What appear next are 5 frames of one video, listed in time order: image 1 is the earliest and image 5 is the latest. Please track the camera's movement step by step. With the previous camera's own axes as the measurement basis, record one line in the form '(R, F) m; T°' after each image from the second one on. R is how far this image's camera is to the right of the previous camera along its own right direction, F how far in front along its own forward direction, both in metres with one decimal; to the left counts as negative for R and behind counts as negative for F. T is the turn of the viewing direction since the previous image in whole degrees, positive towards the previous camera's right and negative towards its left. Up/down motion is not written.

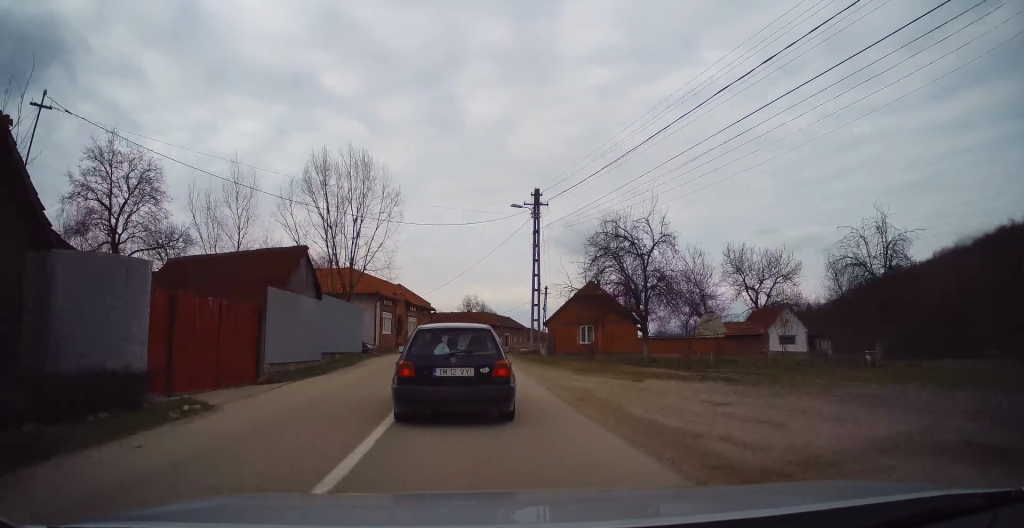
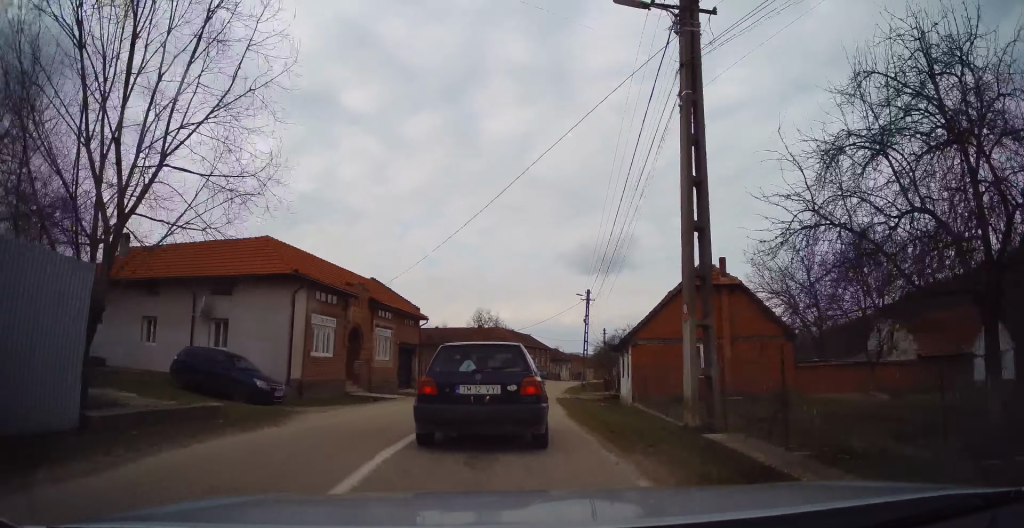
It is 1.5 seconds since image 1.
(-1.4, +20.4) m; -6°
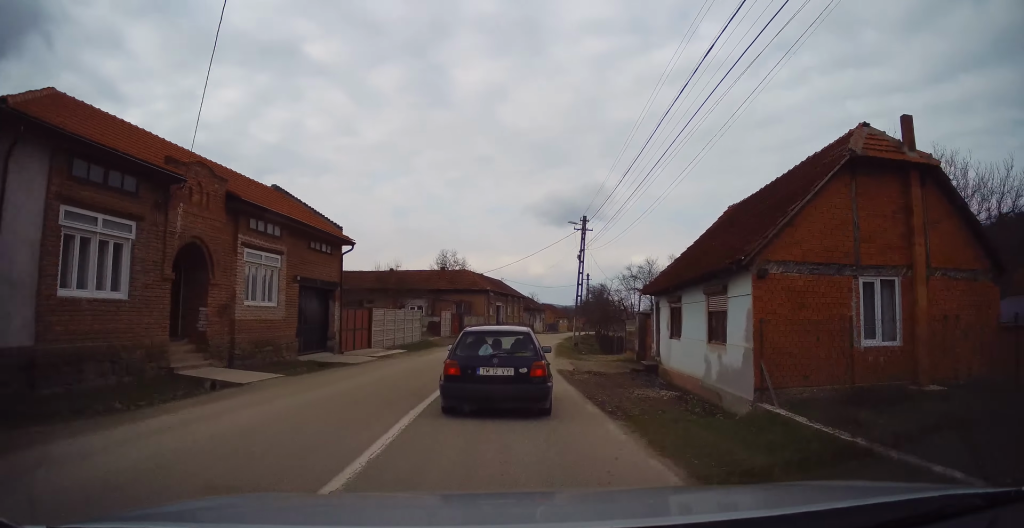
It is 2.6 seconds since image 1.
(-0.1, +13.4) m; +1°
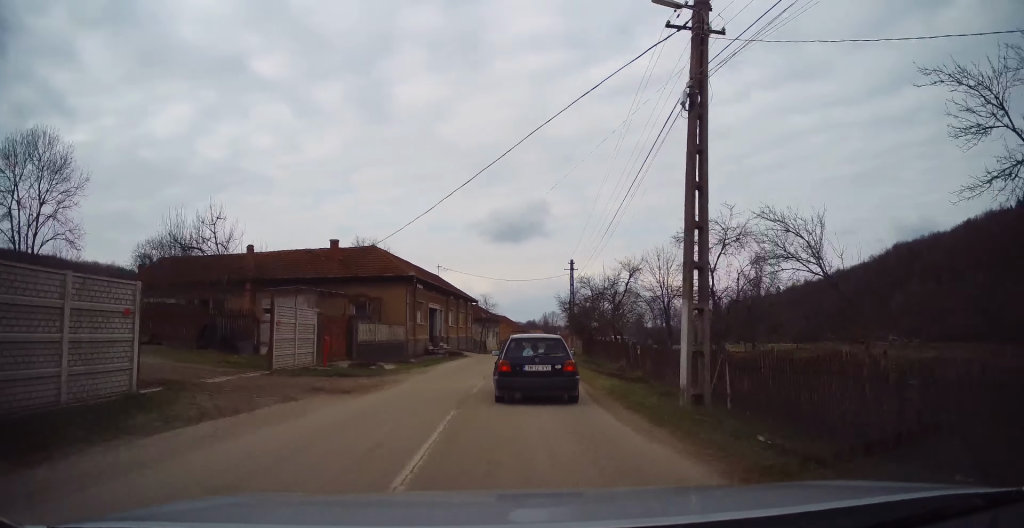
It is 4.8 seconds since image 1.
(+1.3, +26.8) m; +5°
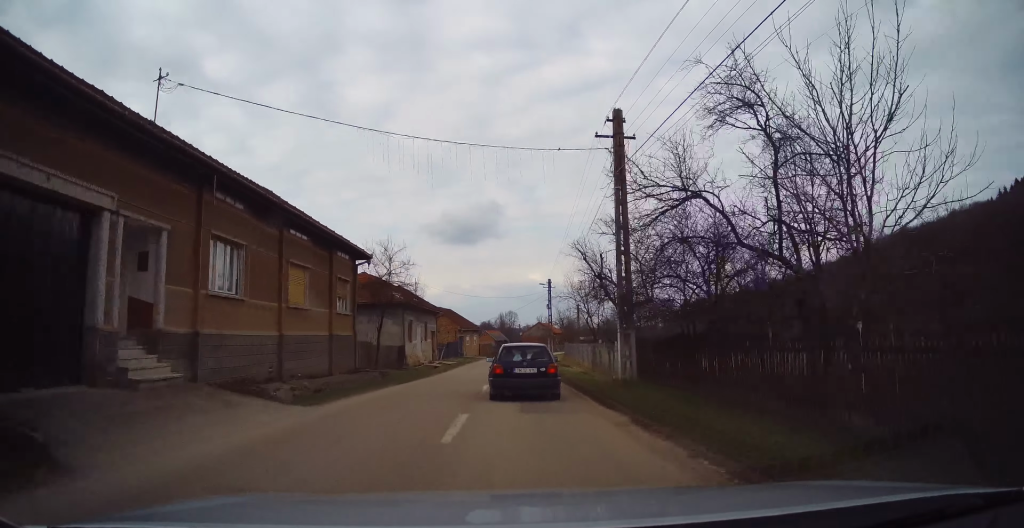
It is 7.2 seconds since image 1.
(+2.3, +31.9) m; +8°
